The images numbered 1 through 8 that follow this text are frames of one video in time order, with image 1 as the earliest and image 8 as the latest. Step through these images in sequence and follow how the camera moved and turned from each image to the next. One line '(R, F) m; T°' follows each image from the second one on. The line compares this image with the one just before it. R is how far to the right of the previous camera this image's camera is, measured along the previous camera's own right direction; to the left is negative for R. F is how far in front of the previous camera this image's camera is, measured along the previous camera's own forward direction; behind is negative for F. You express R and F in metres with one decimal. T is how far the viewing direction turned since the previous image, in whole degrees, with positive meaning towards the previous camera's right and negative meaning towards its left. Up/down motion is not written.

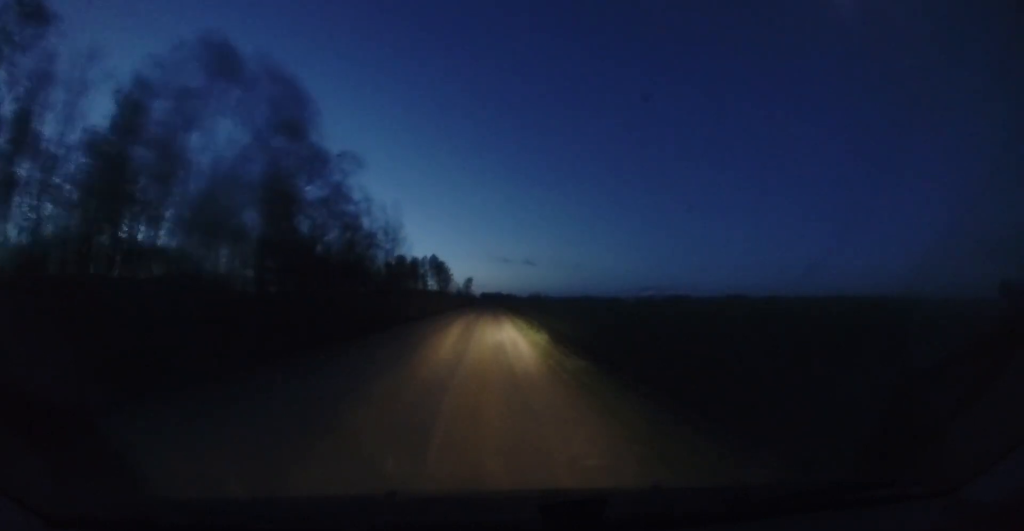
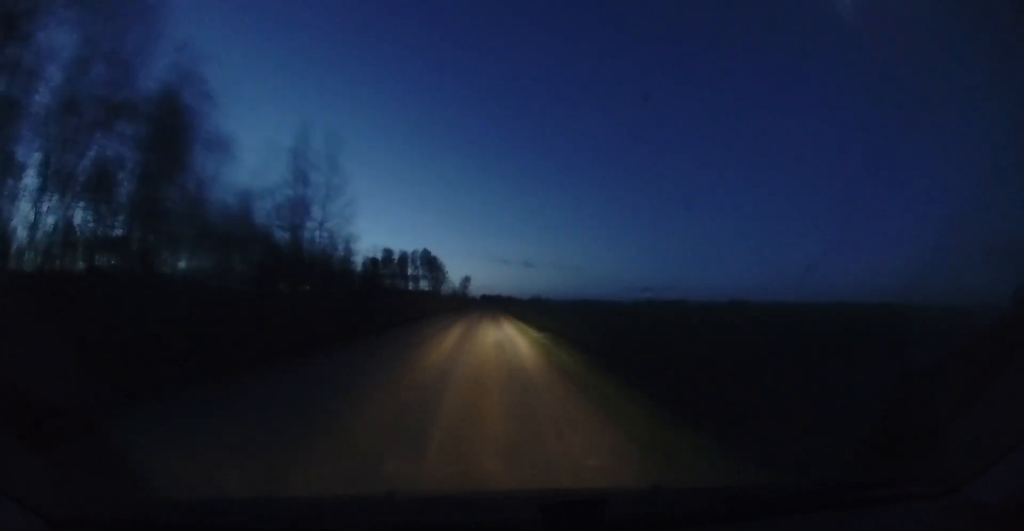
(+0.1, +19.3) m; +1°
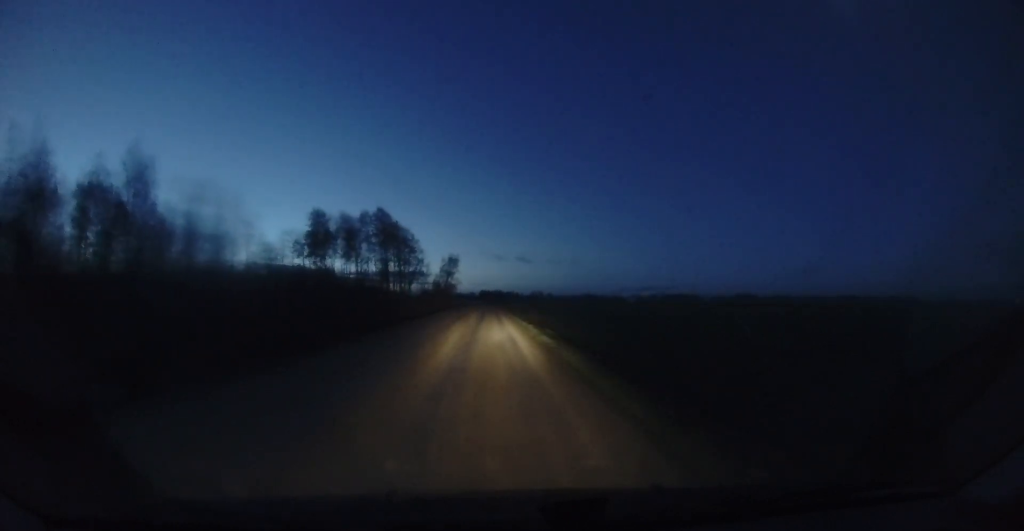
(-0.2, +48.3) m; -1°
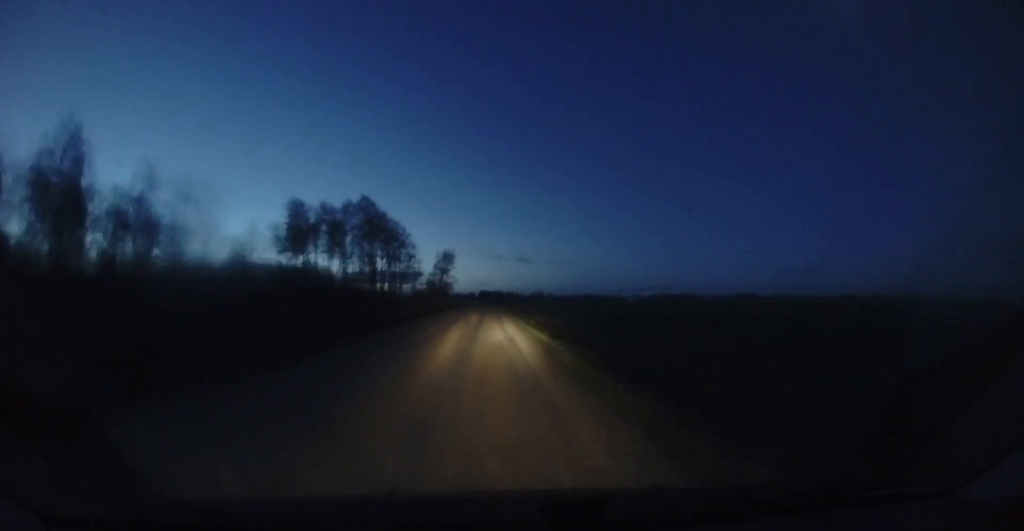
(0.0, +8.4) m; 0°
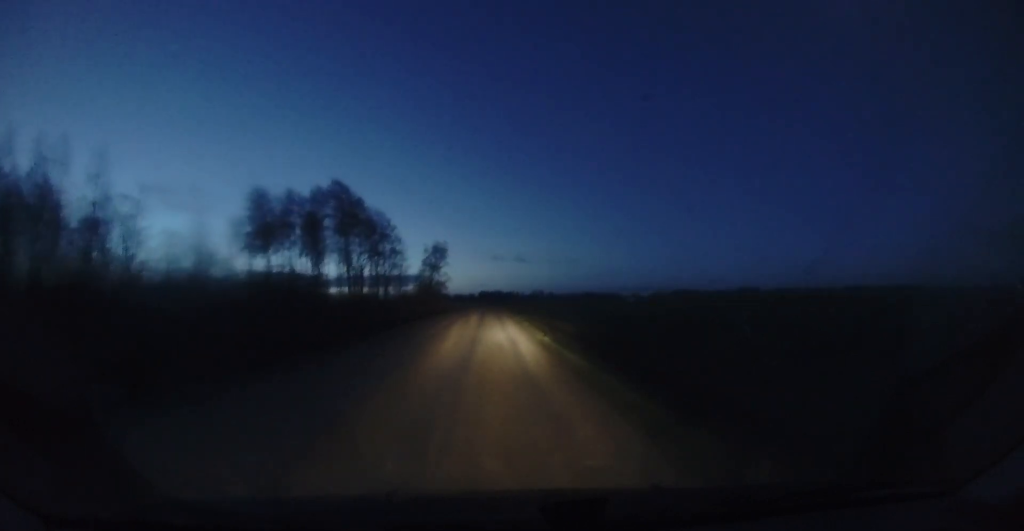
(0.0, +10.6) m; +1°
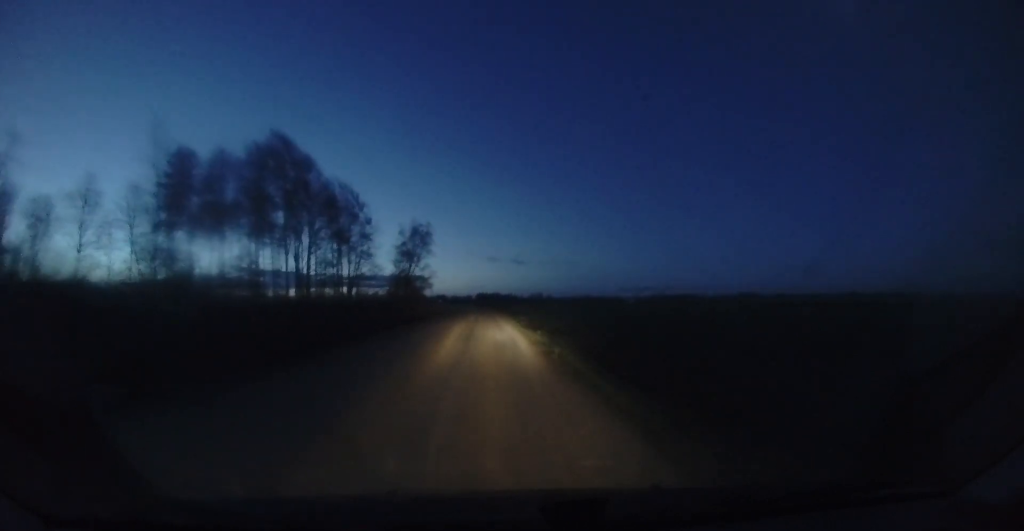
(+0.3, +15.7) m; 0°
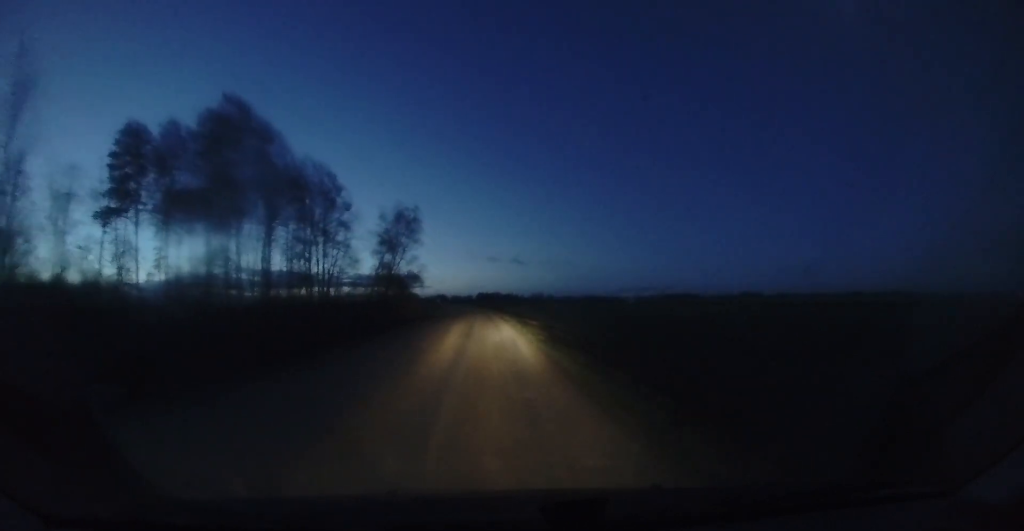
(0.0, +7.8) m; 0°
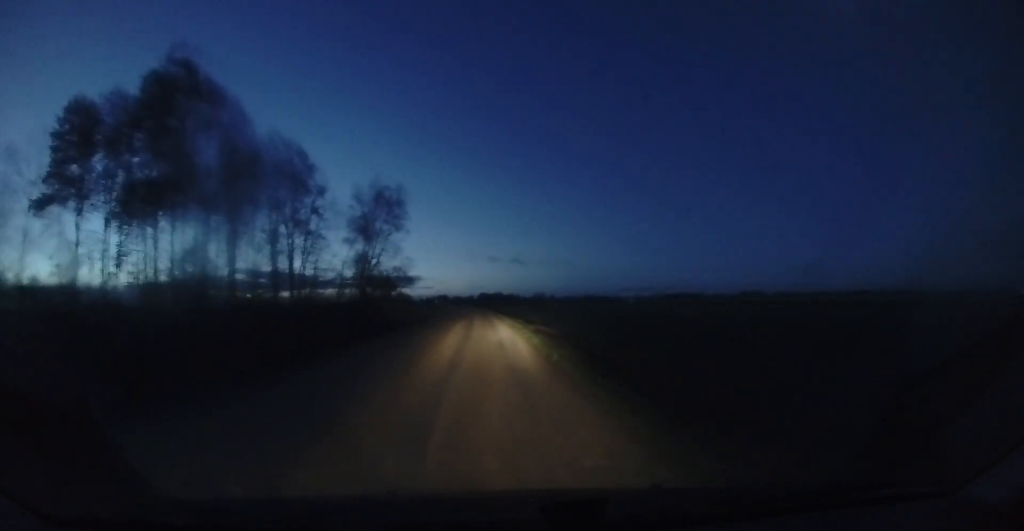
(-0.1, +7.3) m; 0°
